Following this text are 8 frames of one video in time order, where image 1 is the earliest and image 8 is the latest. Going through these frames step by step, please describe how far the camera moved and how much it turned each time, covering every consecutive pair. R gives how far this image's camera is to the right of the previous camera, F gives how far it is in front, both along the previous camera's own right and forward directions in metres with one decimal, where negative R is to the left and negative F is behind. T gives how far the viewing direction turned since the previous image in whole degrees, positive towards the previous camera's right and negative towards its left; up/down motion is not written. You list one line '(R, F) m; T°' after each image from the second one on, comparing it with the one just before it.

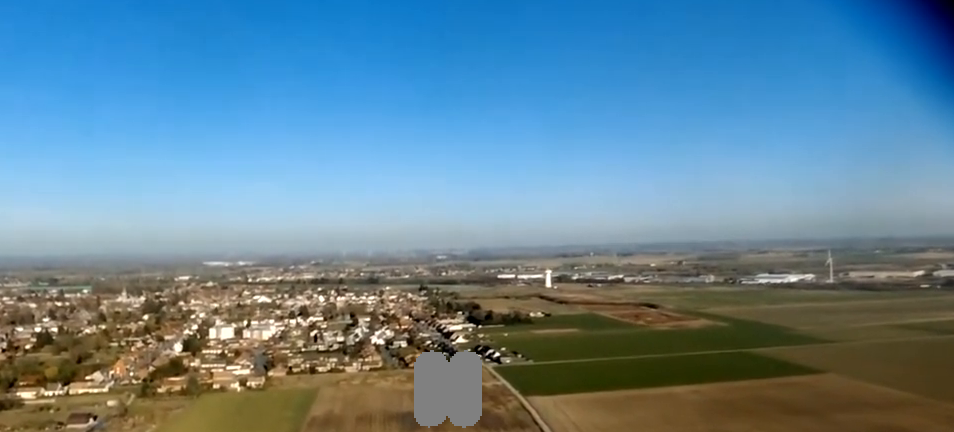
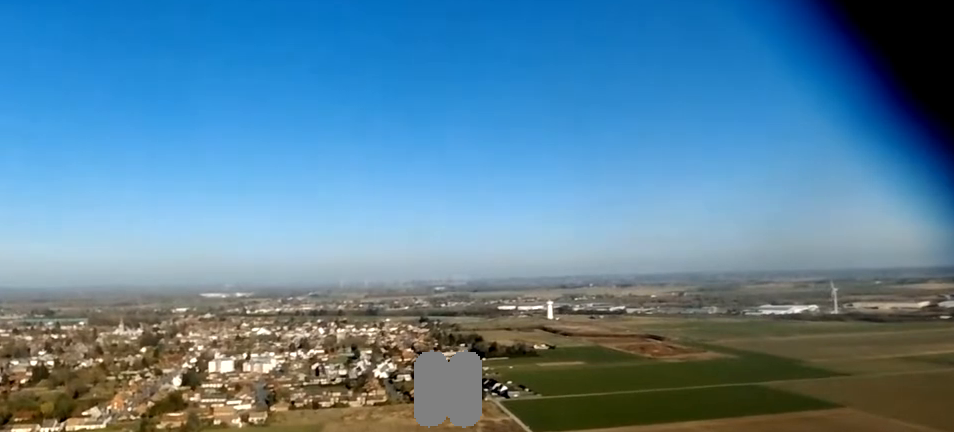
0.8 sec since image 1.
(0.0, +13.3) m; -2°
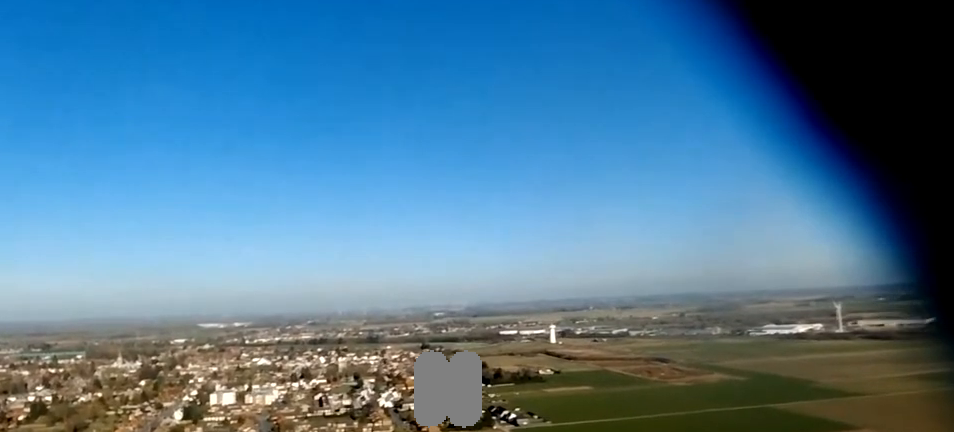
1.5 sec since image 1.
(-0.4, +10.5) m; -1°
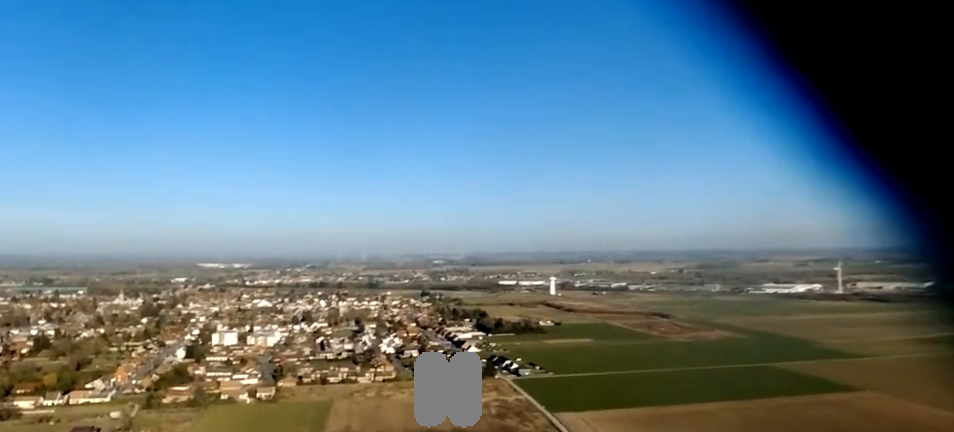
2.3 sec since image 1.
(-0.2, +11.1) m; 0°
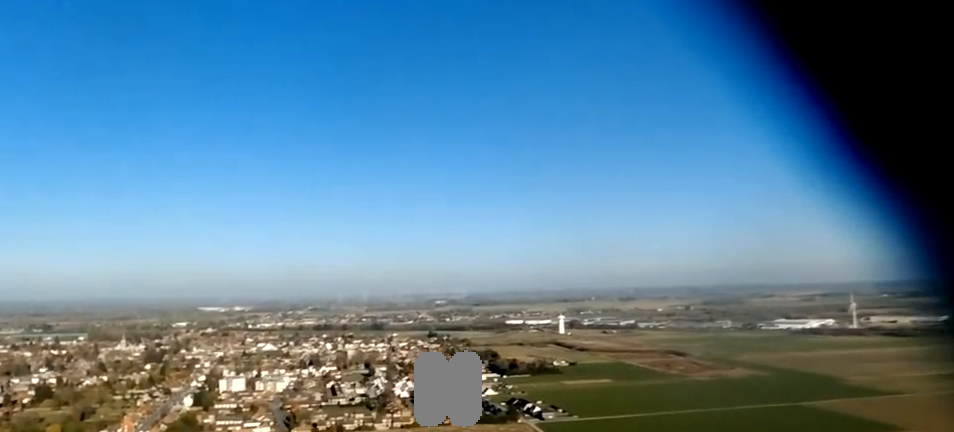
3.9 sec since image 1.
(-0.1, +24.6) m; 0°
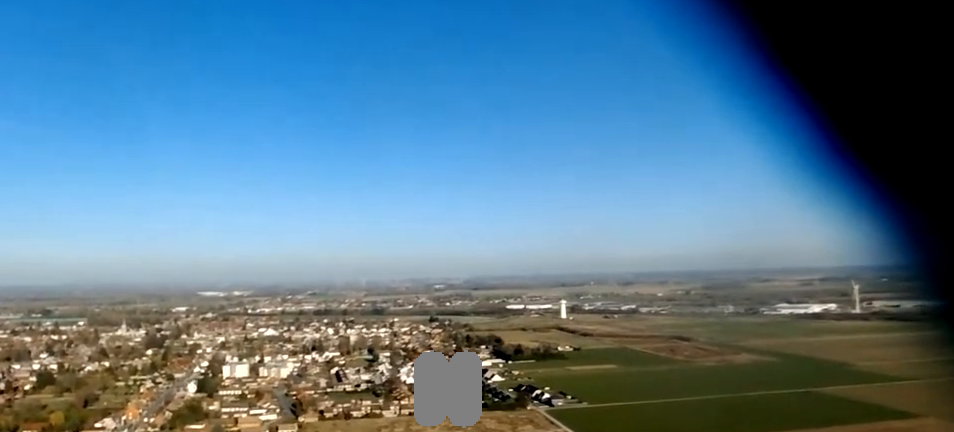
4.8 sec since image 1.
(+0.6, +11.5) m; +3°
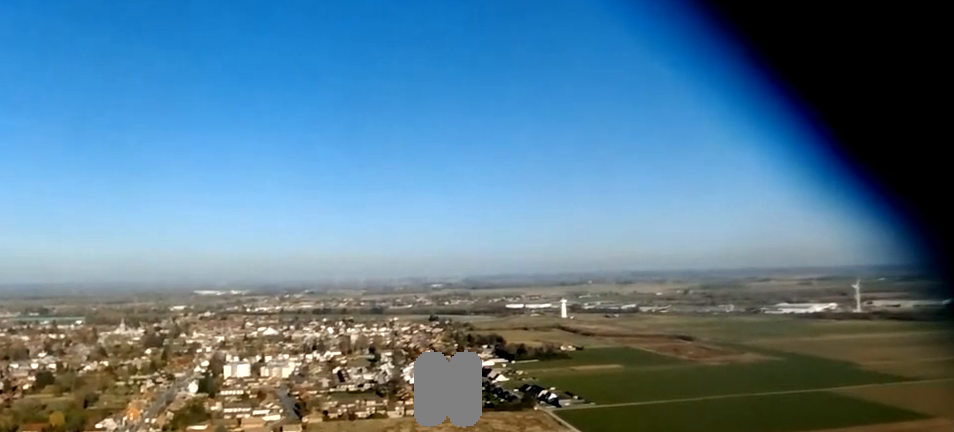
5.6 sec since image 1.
(+0.1, +11.2) m; -1°
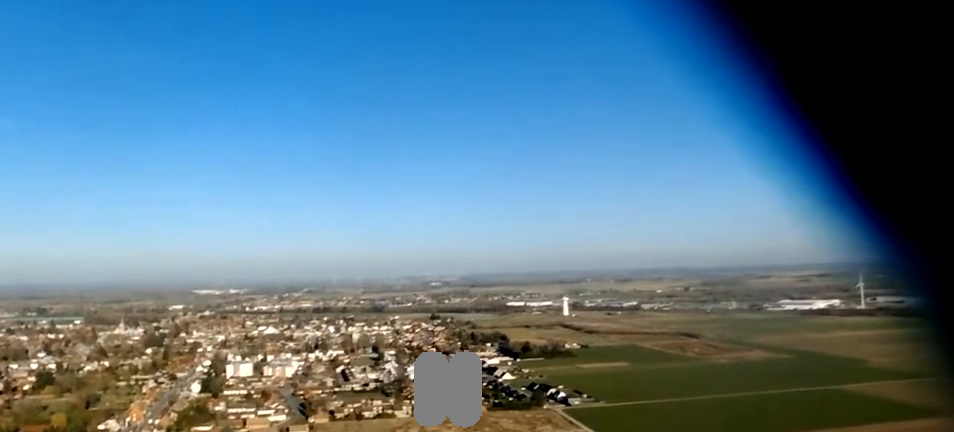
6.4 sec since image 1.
(-0.3, +11.9) m; -1°
